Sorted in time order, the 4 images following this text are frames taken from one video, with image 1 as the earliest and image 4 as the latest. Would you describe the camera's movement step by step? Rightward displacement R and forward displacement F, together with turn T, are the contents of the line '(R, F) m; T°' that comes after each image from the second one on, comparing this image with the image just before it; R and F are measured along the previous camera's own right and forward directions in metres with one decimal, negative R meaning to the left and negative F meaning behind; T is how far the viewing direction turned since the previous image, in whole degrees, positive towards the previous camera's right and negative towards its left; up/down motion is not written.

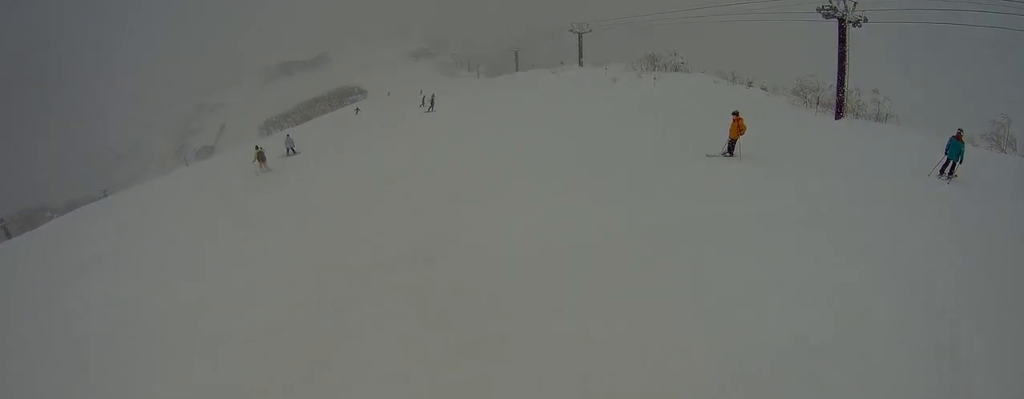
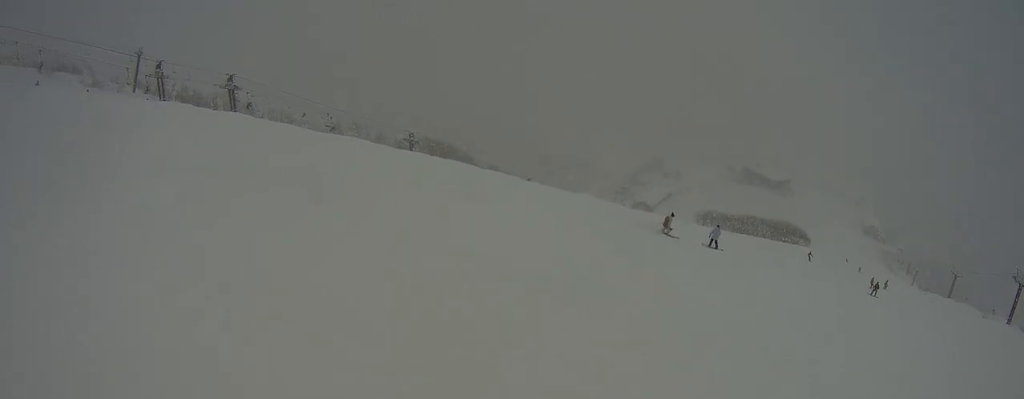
(-1.7, +4.2) m; -68°
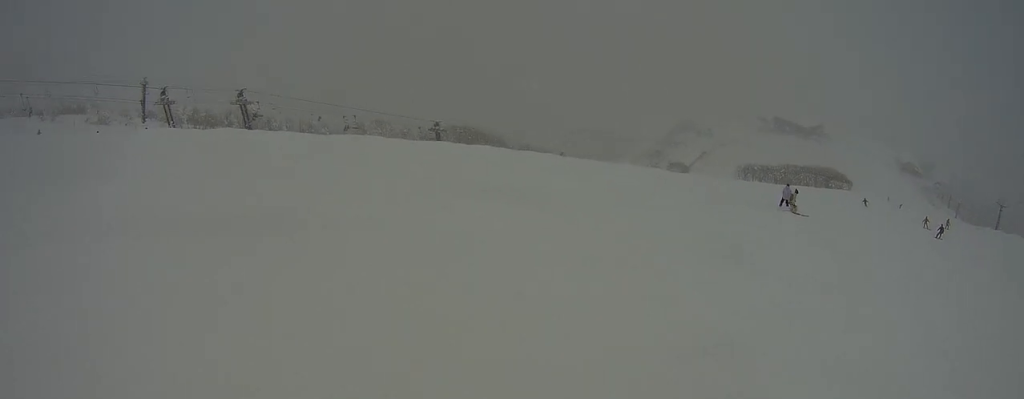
(-1.0, +2.4) m; -16°
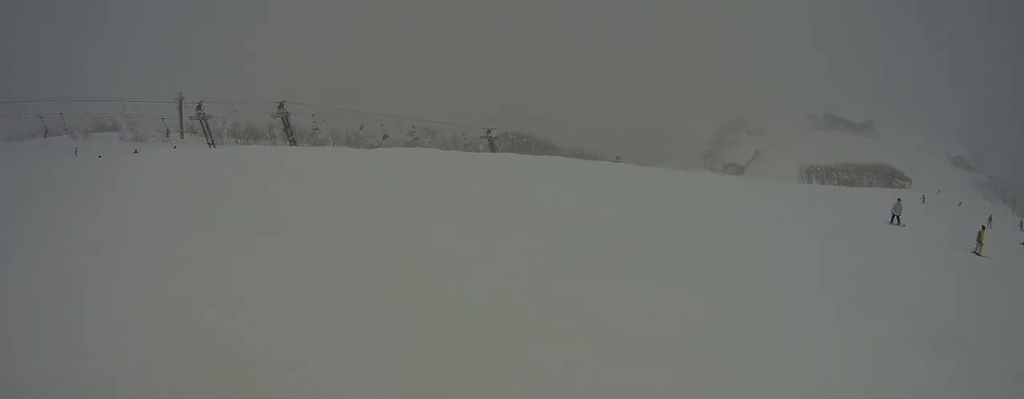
(-0.3, +3.2) m; 0°
